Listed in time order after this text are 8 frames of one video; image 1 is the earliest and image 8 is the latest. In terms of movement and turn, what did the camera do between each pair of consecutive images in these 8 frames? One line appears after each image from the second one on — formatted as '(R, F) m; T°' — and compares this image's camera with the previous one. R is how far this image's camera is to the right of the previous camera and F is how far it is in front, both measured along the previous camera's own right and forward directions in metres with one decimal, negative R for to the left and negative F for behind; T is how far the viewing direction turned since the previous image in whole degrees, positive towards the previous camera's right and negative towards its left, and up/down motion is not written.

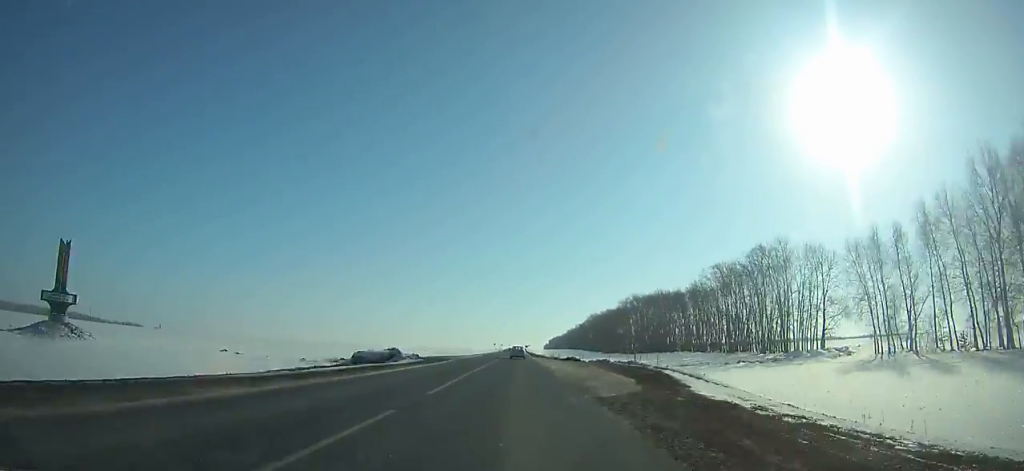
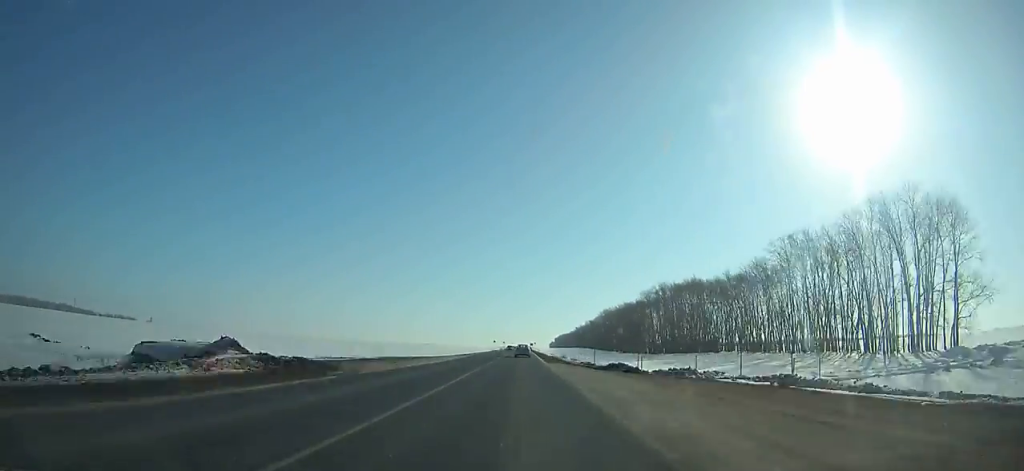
(0.0, +36.8) m; 0°
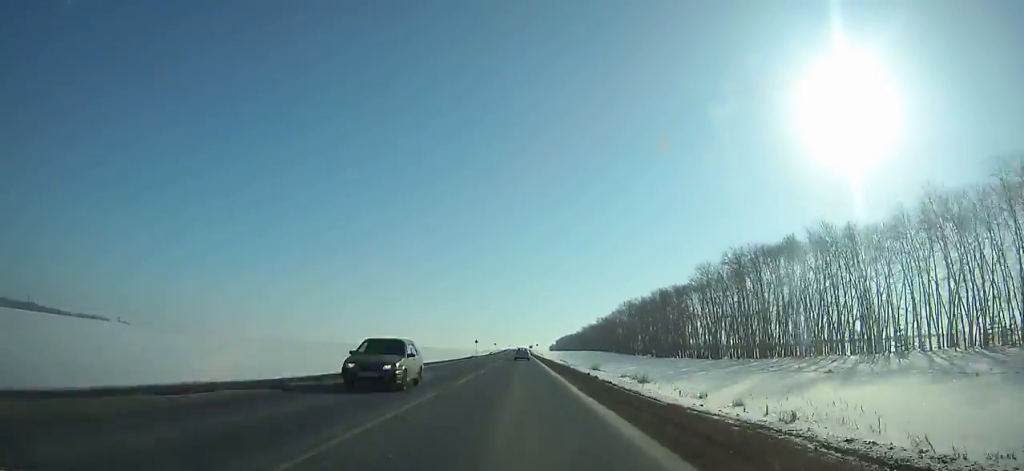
(0.0, +71.7) m; 0°
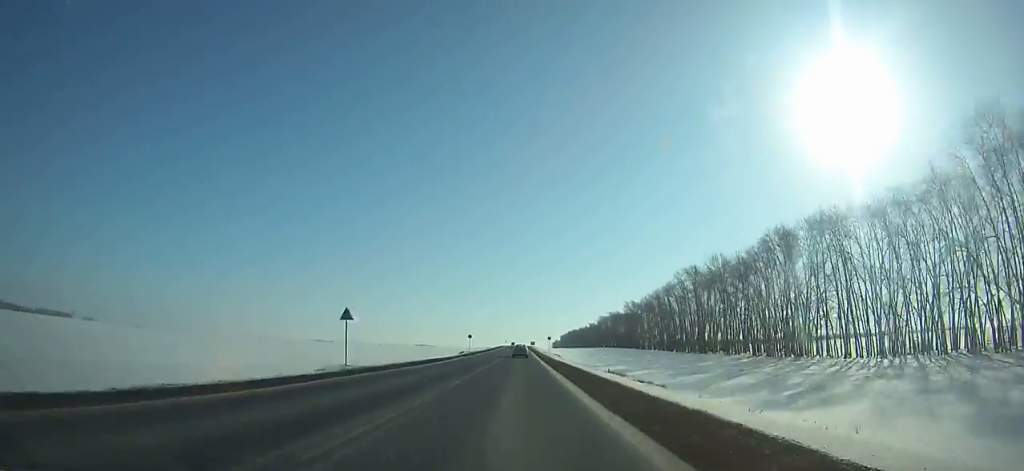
(0.0, +94.3) m; 0°
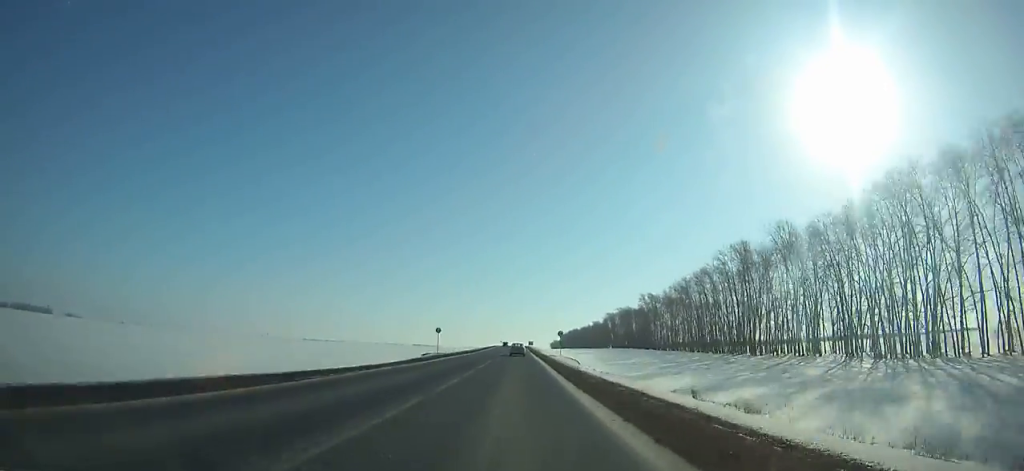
(0.0, +37.1) m; 0°
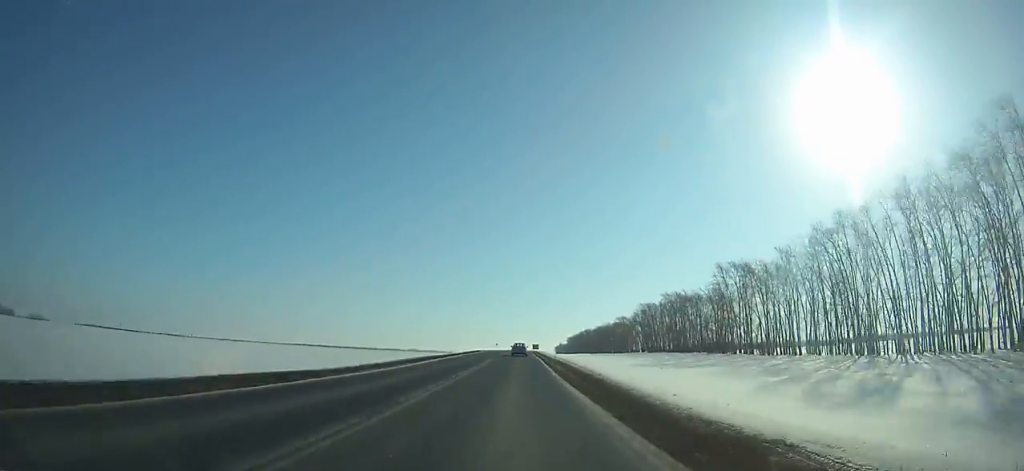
(0.0, +81.7) m; 0°
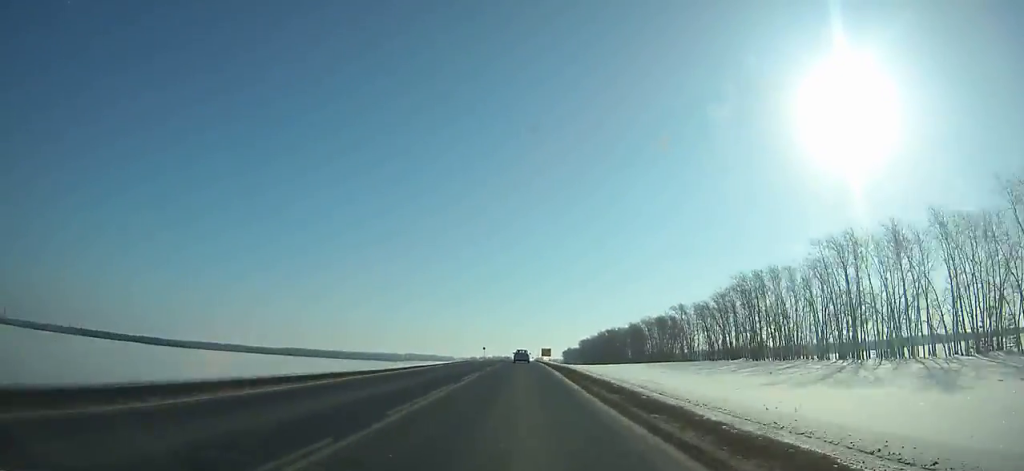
(-0.2, +96.5) m; 0°
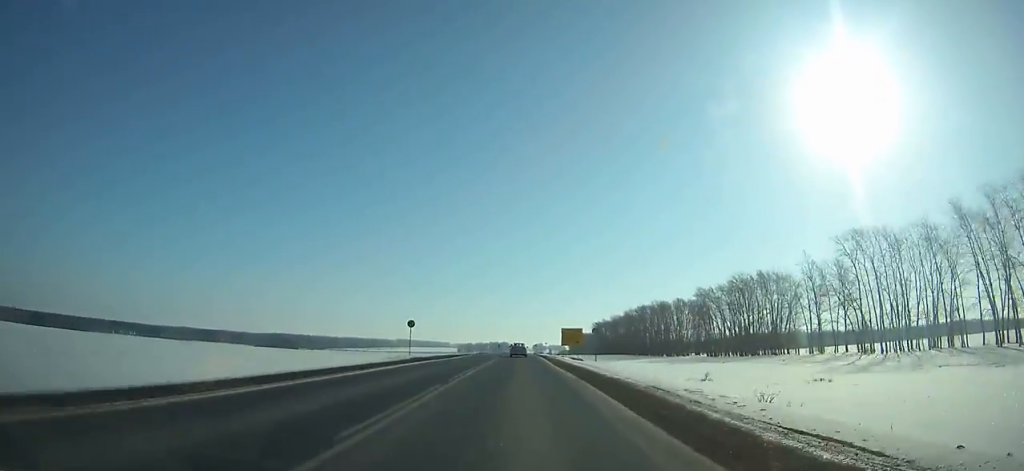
(-0.1, +96.2) m; 0°
